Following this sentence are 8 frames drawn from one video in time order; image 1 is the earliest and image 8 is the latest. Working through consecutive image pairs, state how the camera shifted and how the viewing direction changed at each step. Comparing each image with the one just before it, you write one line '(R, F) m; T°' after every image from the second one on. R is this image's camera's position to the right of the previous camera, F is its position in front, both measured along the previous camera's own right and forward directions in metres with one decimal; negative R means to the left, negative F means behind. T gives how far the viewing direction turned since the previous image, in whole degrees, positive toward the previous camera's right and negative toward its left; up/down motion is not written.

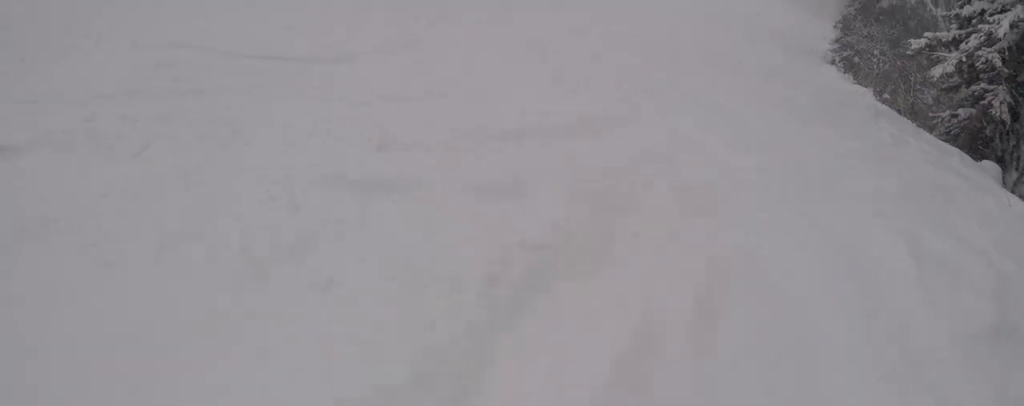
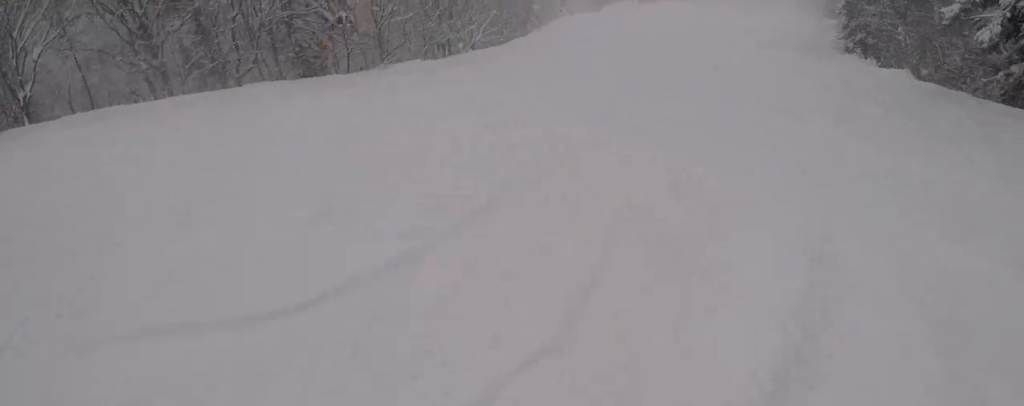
(-0.9, +2.3) m; -9°
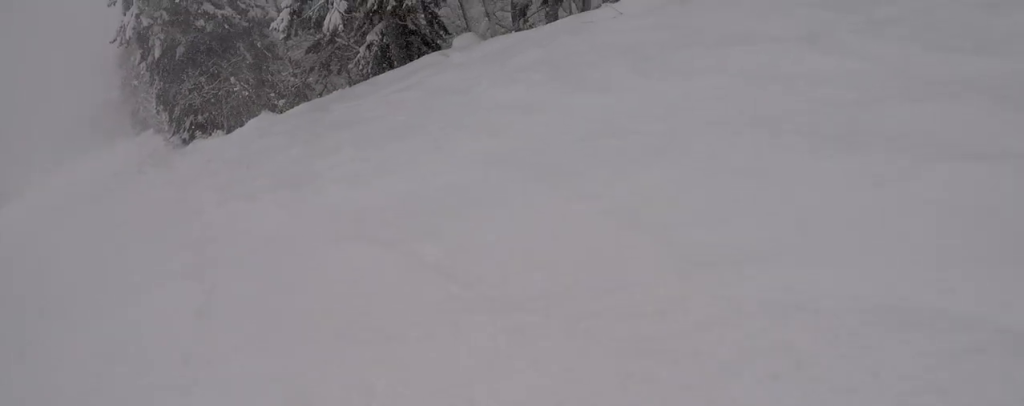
(+0.9, +4.1) m; +59°
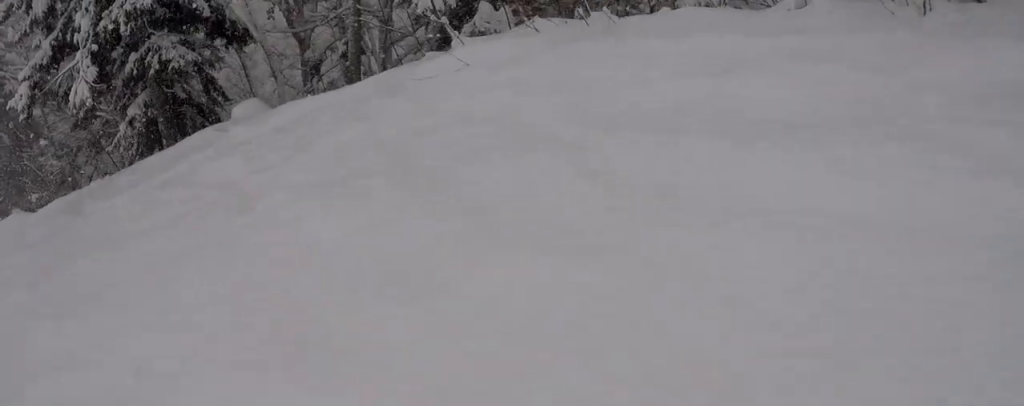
(+1.4, +3.2) m; +15°
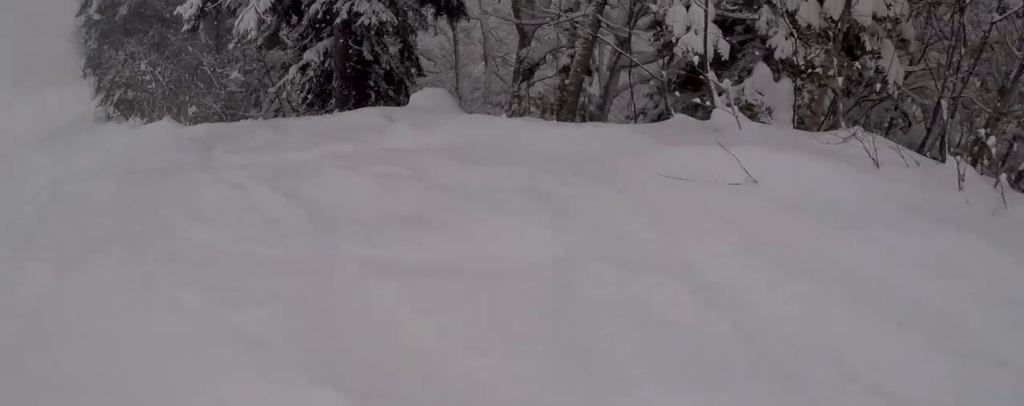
(+0.1, +3.5) m; -1°
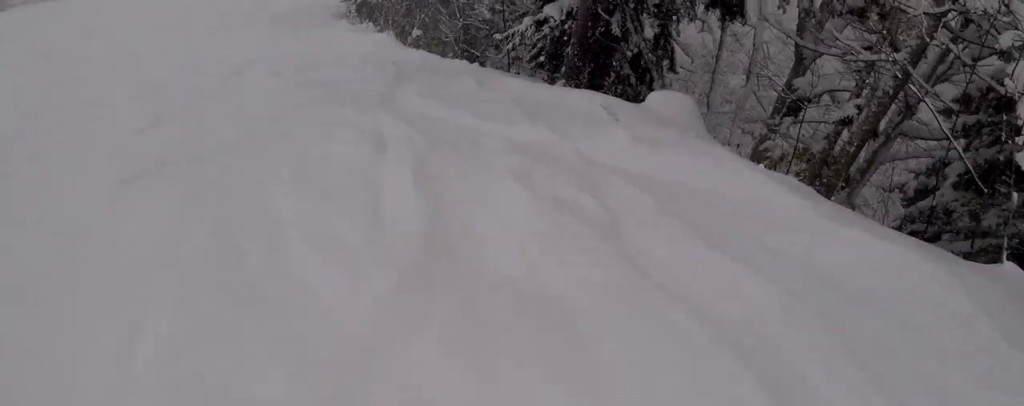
(-0.1, +2.5) m; -9°
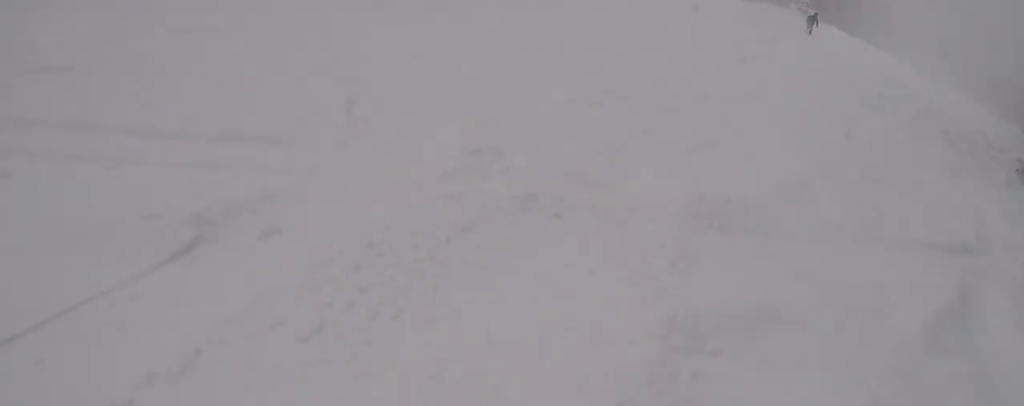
(-3.9, +6.5) m; -69°
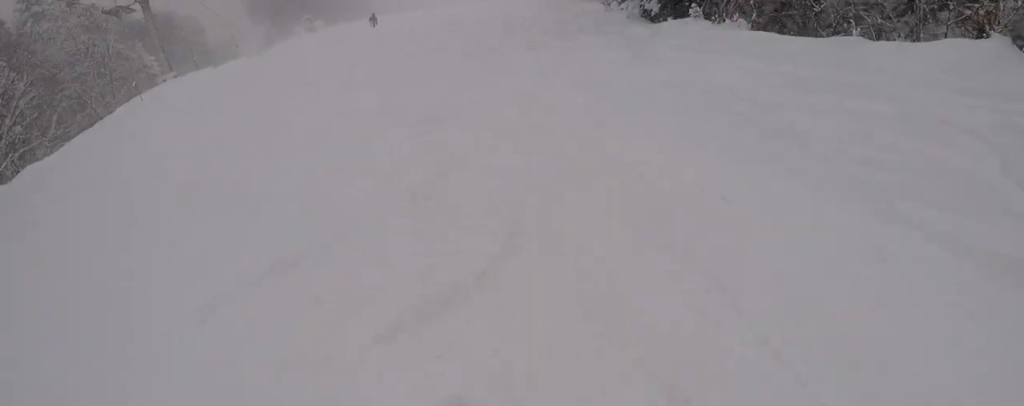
(-1.0, +4.9) m; +11°
